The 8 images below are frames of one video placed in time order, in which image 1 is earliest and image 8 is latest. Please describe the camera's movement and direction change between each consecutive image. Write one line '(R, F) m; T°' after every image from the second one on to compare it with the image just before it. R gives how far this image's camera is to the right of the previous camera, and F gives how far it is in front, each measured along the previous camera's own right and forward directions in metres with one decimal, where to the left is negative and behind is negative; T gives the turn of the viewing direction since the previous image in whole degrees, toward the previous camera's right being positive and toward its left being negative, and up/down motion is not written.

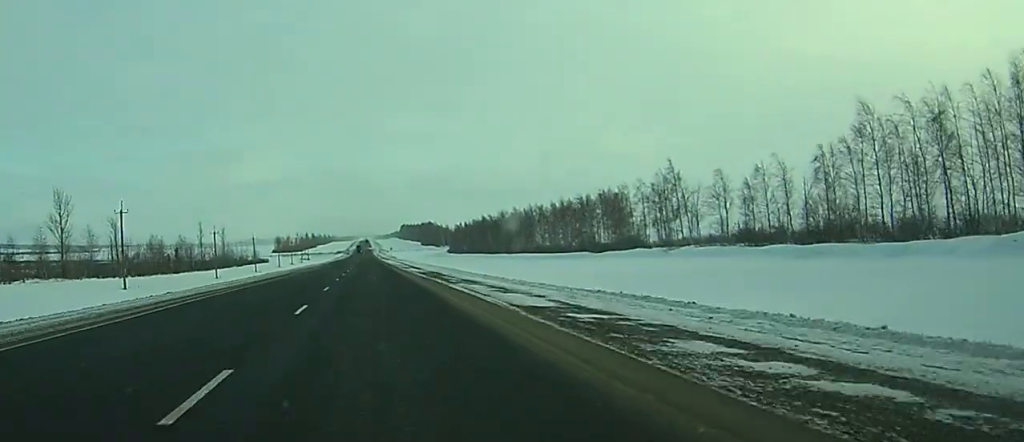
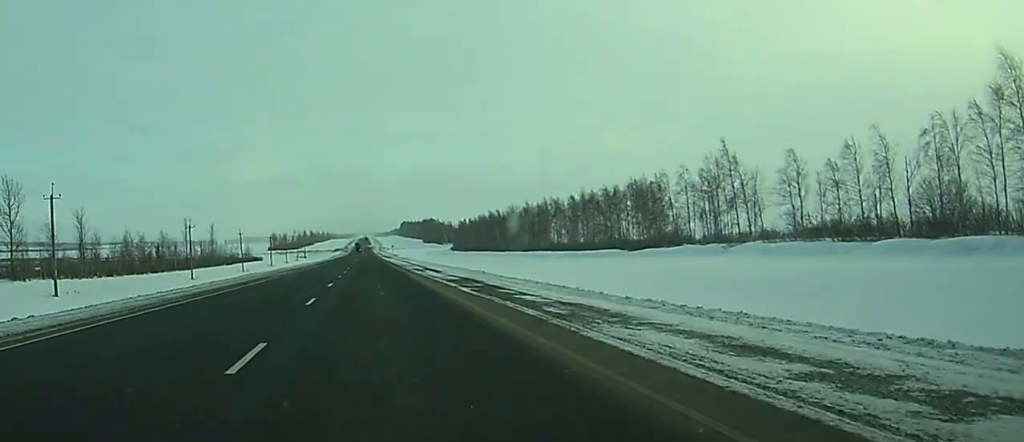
(0.0, +21.2) m; 0°
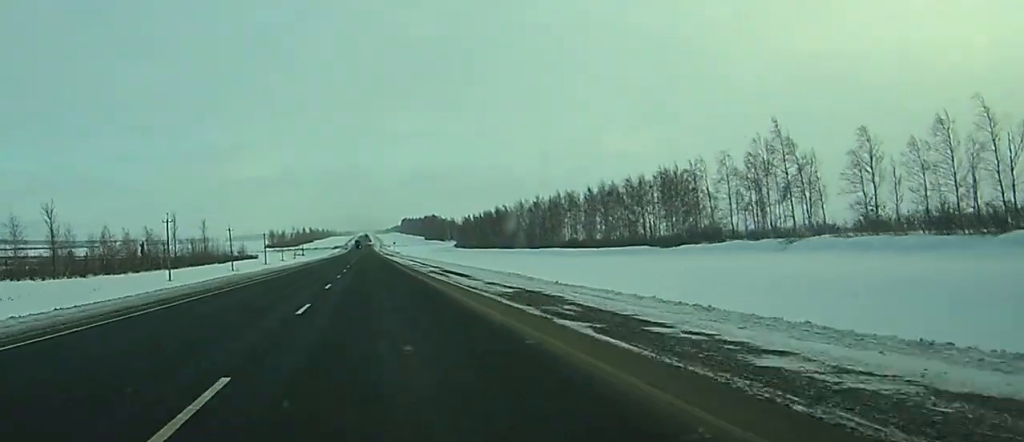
(-0.1, +15.3) m; 0°
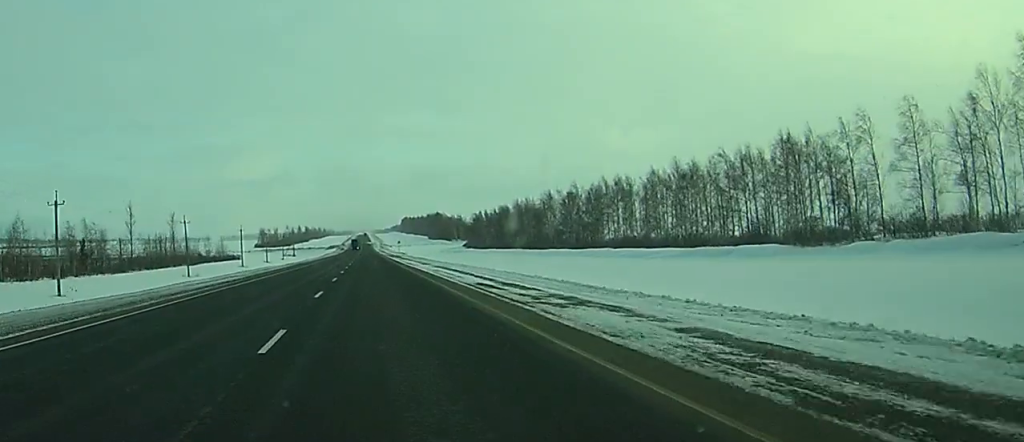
(+0.3, +42.6) m; 0°
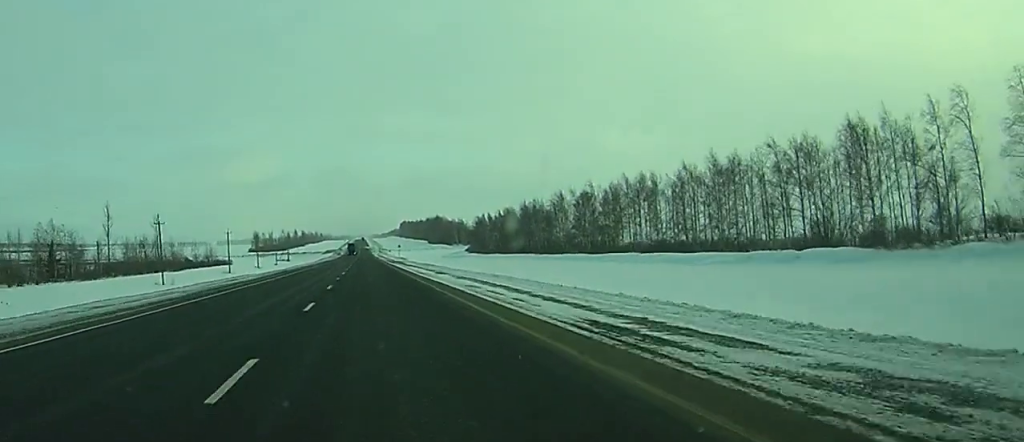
(0.0, +15.5) m; 0°
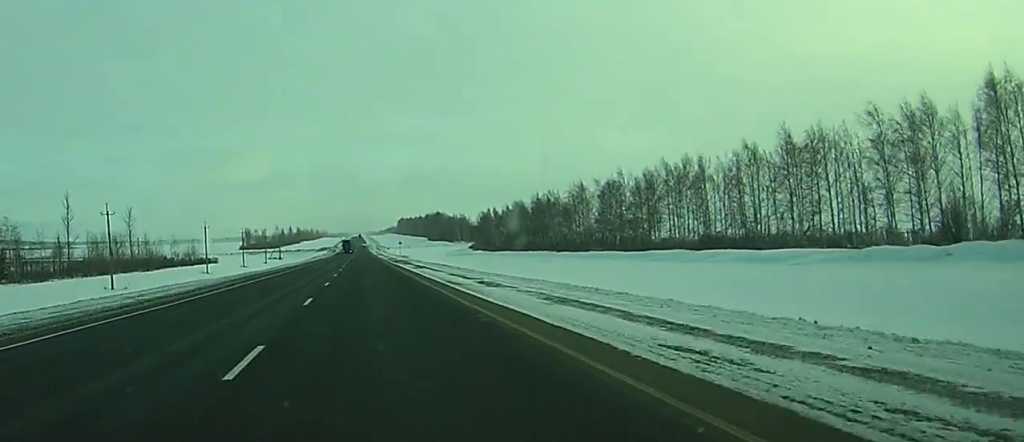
(-0.2, +22.7) m; 0°
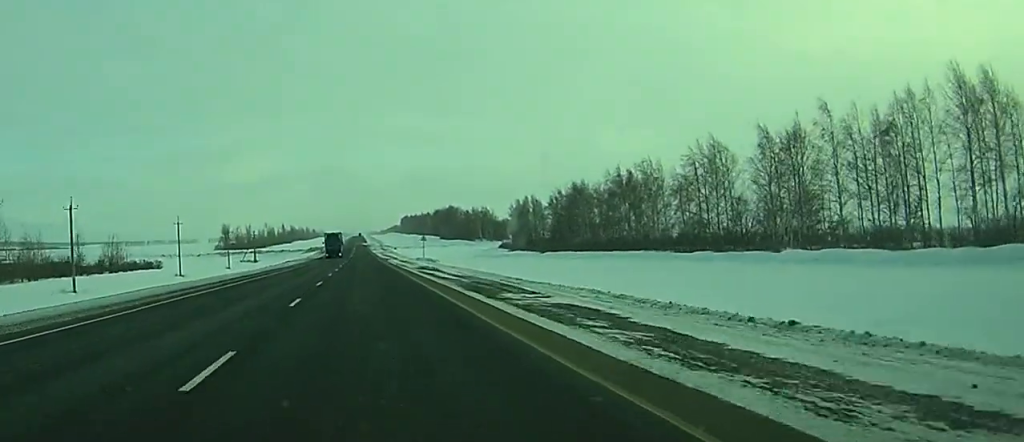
(+0.3, +73.0) m; +2°
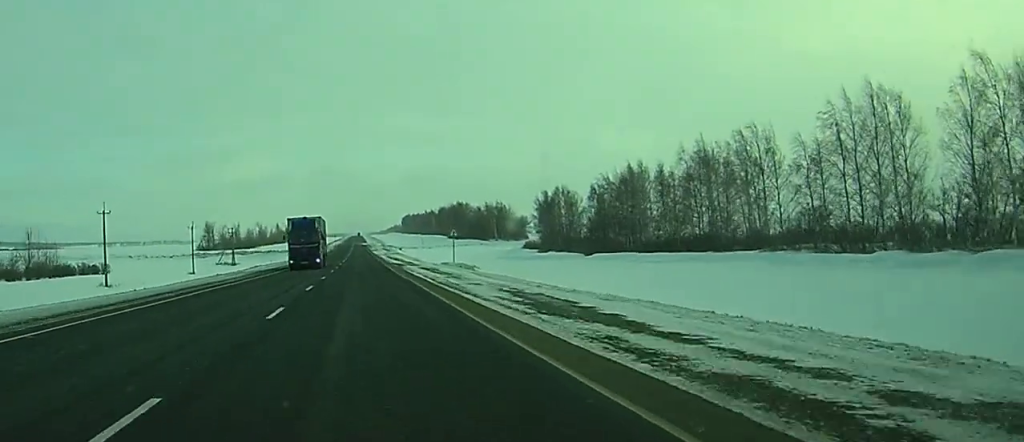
(+0.6, +39.5) m; -1°
